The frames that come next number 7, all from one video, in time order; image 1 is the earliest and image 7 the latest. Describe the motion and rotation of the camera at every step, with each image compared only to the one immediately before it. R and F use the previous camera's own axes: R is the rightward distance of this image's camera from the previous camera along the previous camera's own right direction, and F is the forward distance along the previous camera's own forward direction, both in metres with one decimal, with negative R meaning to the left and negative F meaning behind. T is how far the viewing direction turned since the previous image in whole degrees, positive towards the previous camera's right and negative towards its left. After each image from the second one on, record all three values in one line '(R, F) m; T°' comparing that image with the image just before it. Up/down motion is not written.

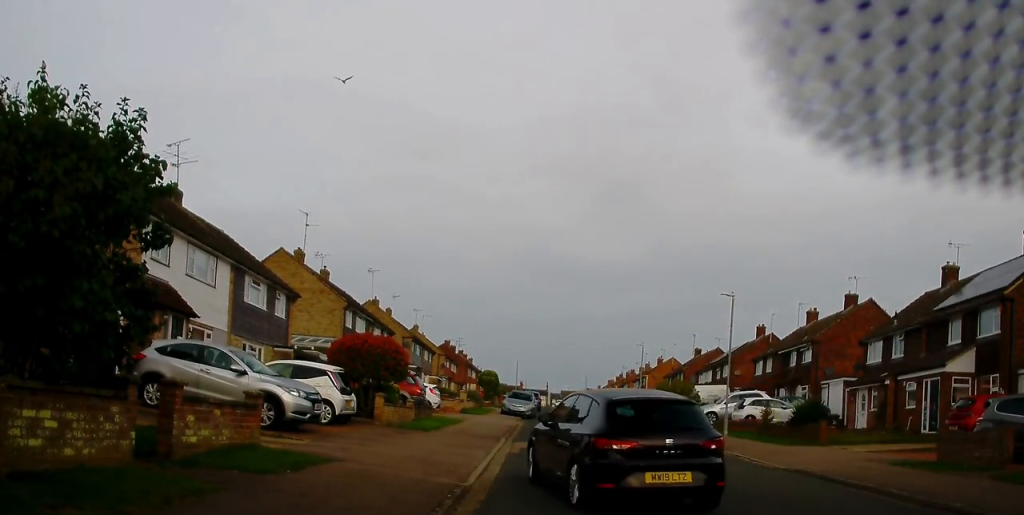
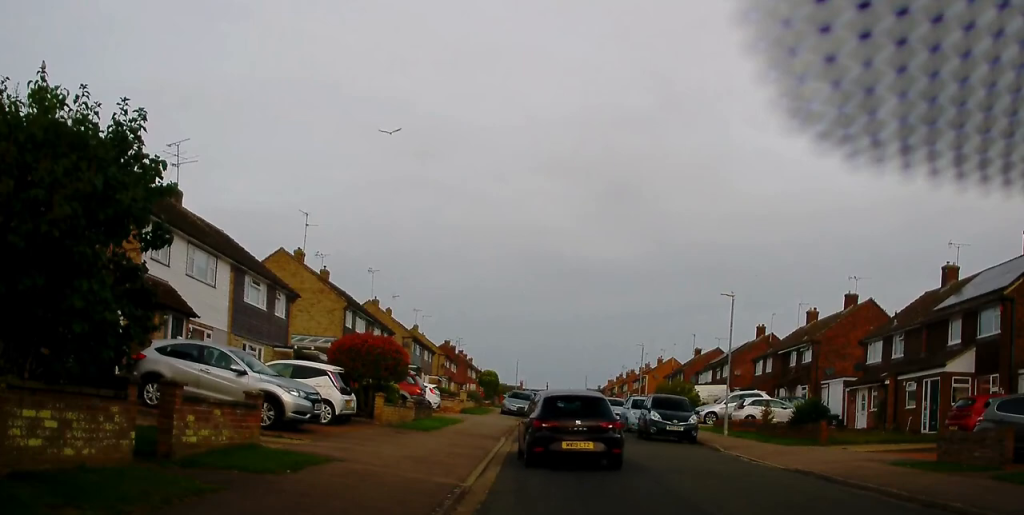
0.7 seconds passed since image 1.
(0.0, 0.0) m; 0°
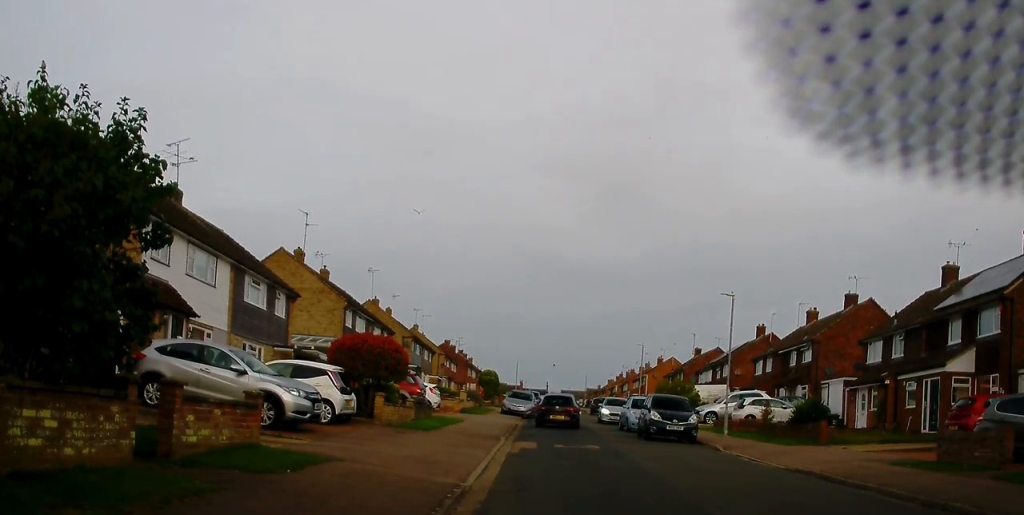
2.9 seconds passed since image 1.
(0.0, 0.0) m; 0°
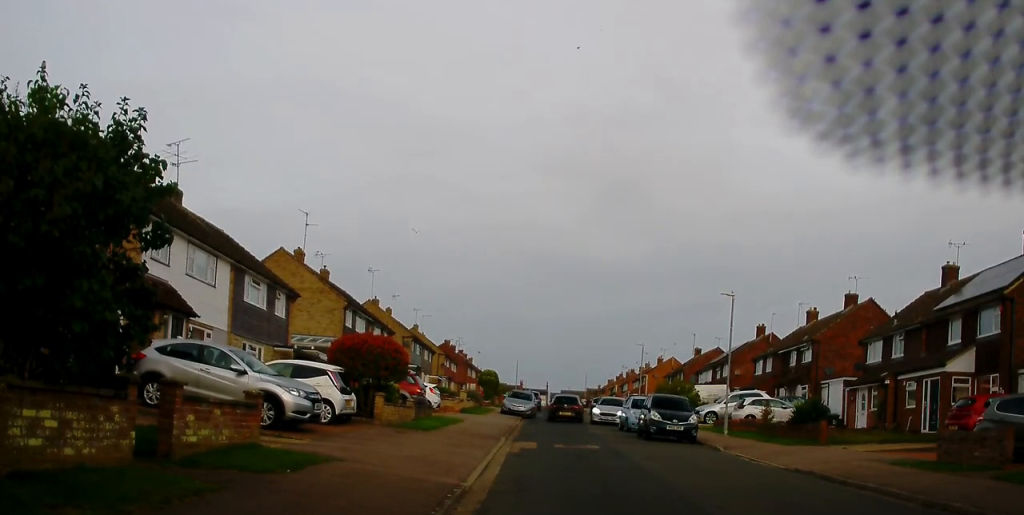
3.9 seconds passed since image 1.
(0.0, 0.0) m; 0°
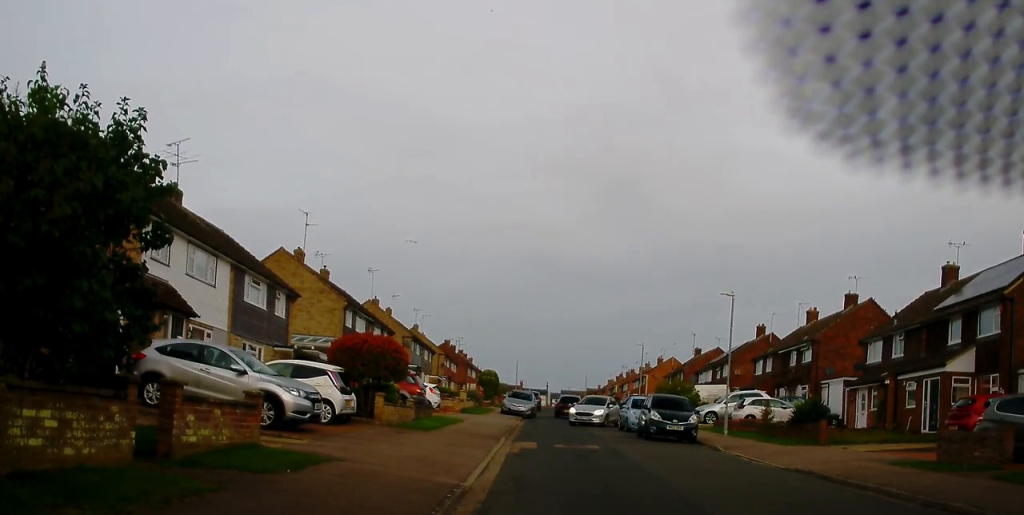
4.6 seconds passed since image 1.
(0.0, 0.0) m; 0°
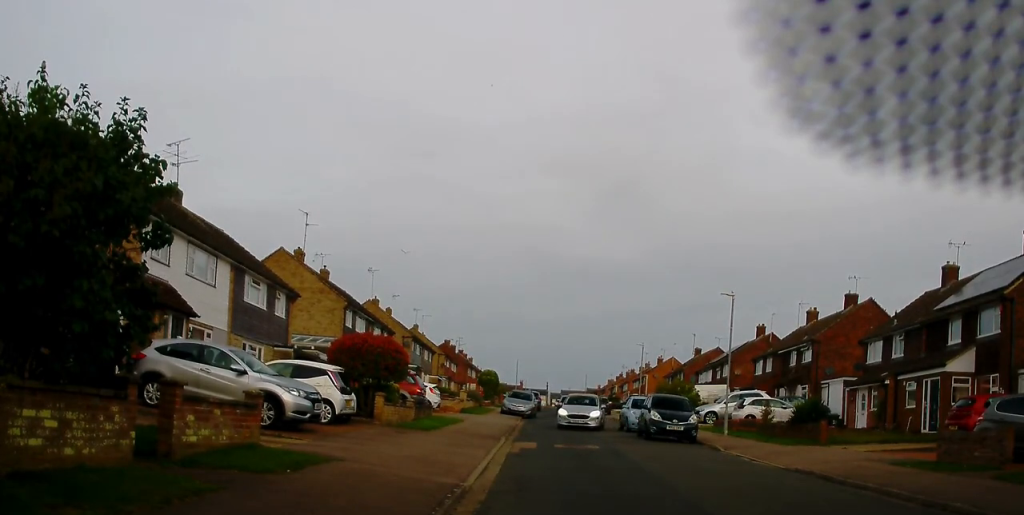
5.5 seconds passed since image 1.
(0.0, 0.0) m; 0°
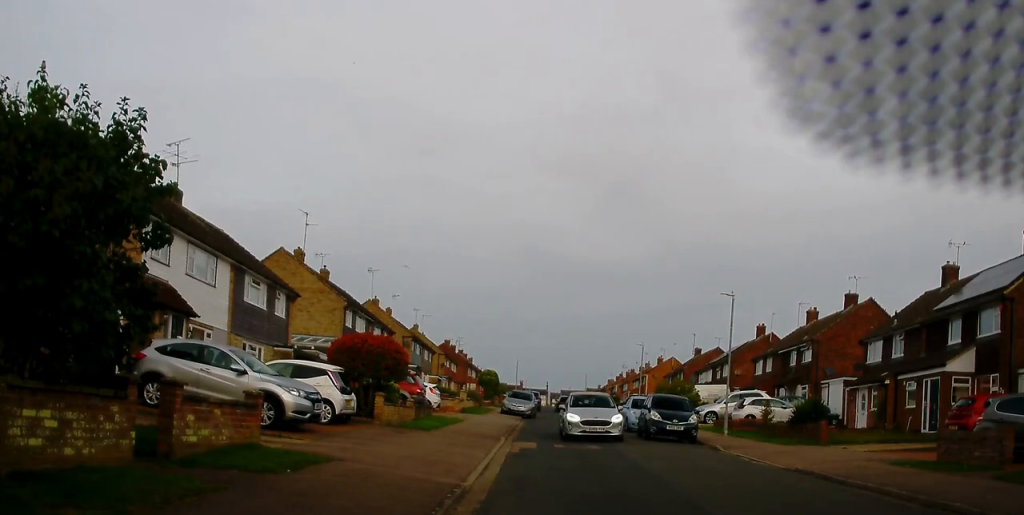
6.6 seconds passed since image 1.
(0.0, 0.0) m; 0°
